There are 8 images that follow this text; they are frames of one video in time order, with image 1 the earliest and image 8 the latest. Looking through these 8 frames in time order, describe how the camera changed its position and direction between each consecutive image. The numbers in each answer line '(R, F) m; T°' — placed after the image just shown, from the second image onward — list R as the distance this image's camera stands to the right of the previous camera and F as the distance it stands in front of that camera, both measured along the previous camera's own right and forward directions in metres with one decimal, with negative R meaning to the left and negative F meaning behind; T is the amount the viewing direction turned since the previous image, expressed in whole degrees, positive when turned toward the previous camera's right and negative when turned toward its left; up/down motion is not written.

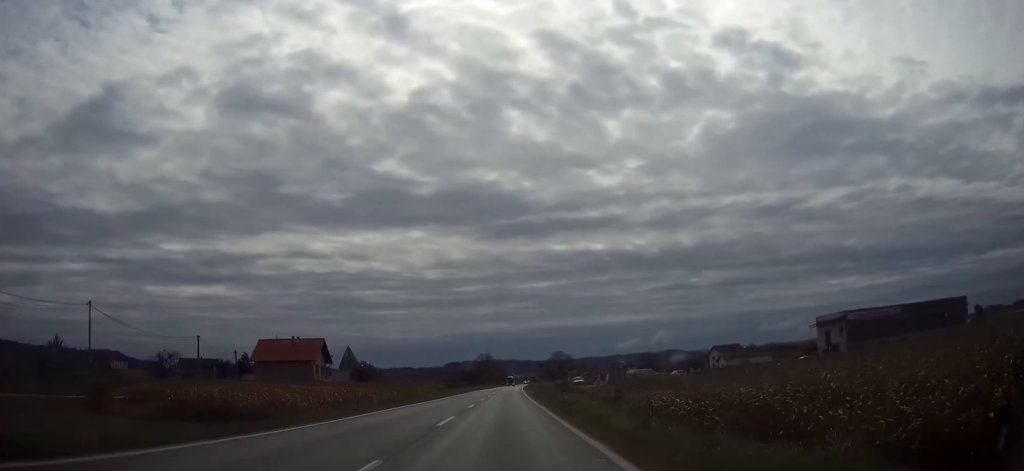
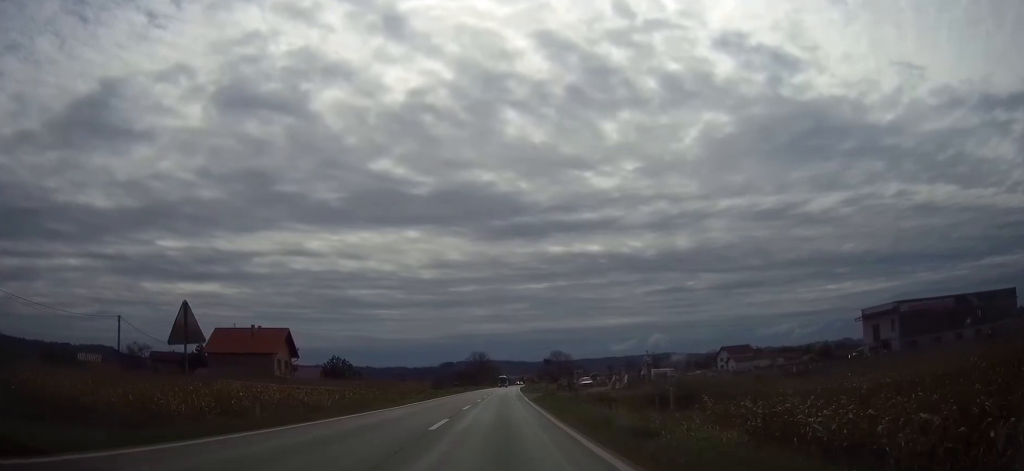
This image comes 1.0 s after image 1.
(0.0, +16.3) m; 0°
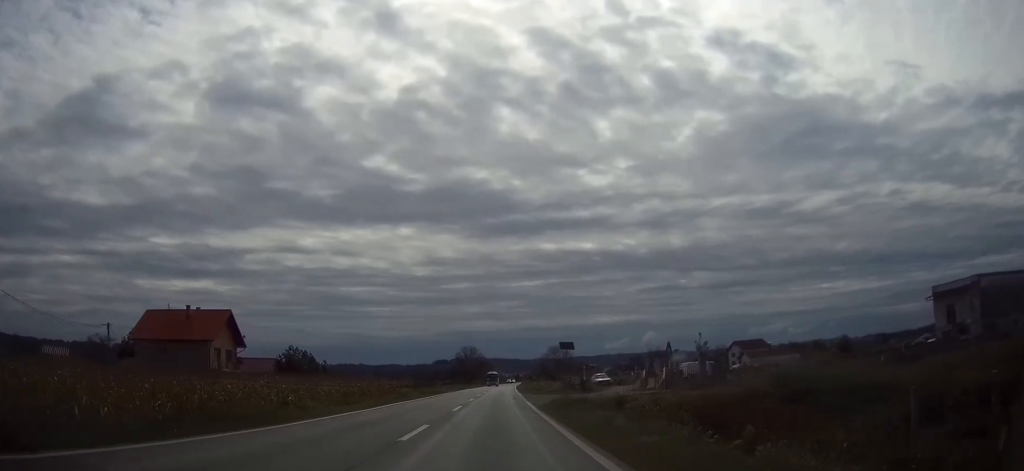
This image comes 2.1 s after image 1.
(+0.1, +18.9) m; 0°
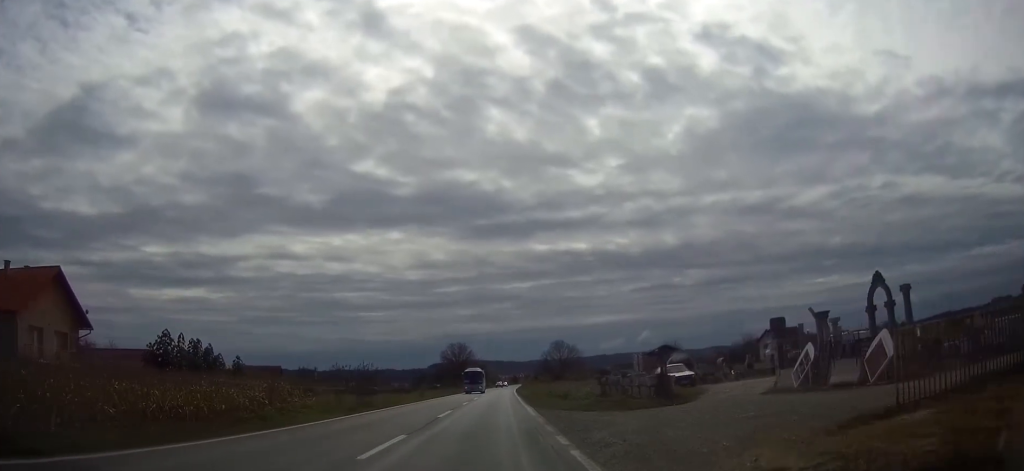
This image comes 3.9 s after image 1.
(+0.2, +32.4) m; +1°
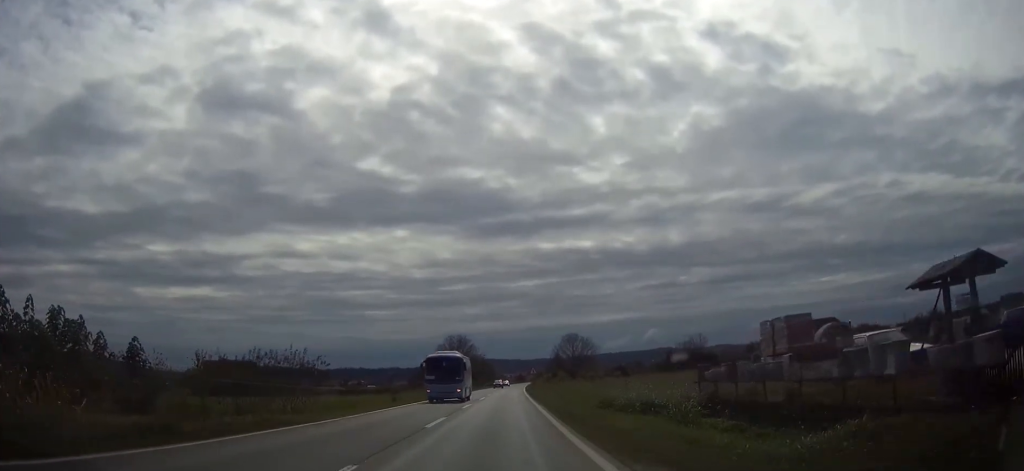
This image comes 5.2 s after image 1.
(0.0, +22.4) m; 0°
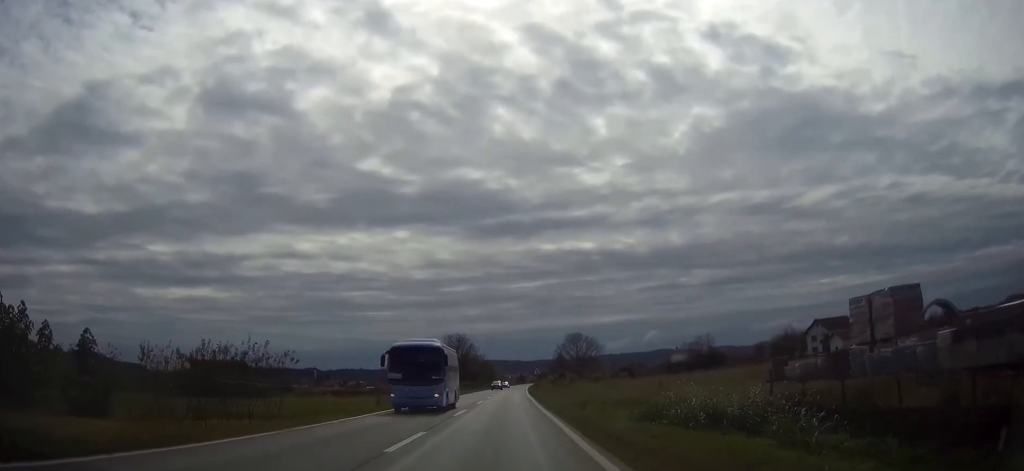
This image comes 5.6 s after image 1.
(0.0, +6.8) m; 0°
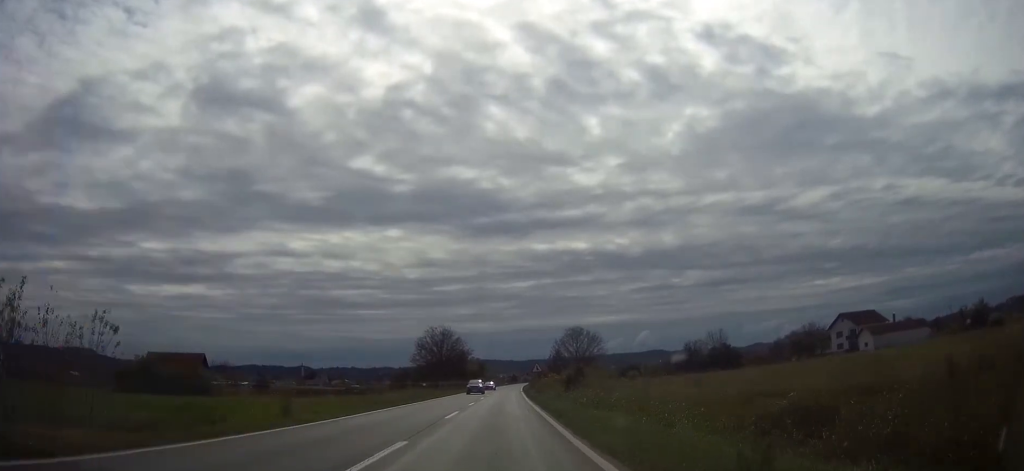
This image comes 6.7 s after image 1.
(0.0, +18.1) m; 0°
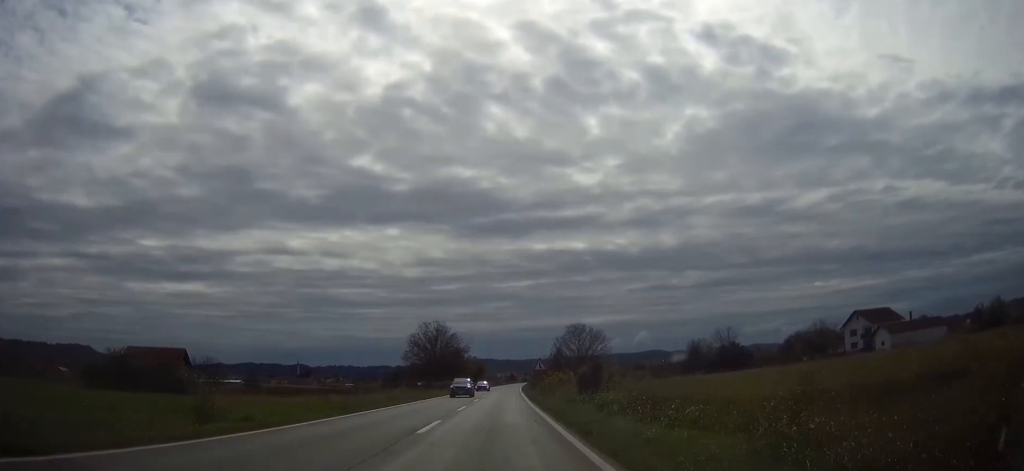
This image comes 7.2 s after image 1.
(0.0, +7.8) m; 0°
